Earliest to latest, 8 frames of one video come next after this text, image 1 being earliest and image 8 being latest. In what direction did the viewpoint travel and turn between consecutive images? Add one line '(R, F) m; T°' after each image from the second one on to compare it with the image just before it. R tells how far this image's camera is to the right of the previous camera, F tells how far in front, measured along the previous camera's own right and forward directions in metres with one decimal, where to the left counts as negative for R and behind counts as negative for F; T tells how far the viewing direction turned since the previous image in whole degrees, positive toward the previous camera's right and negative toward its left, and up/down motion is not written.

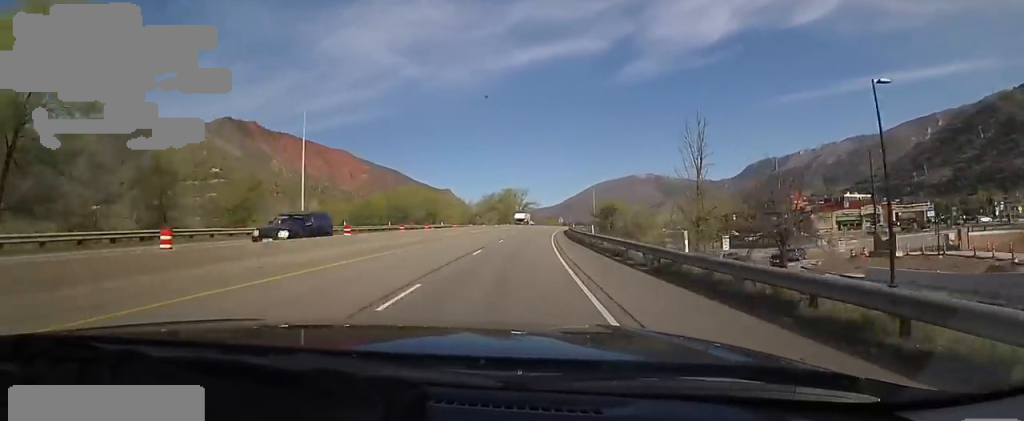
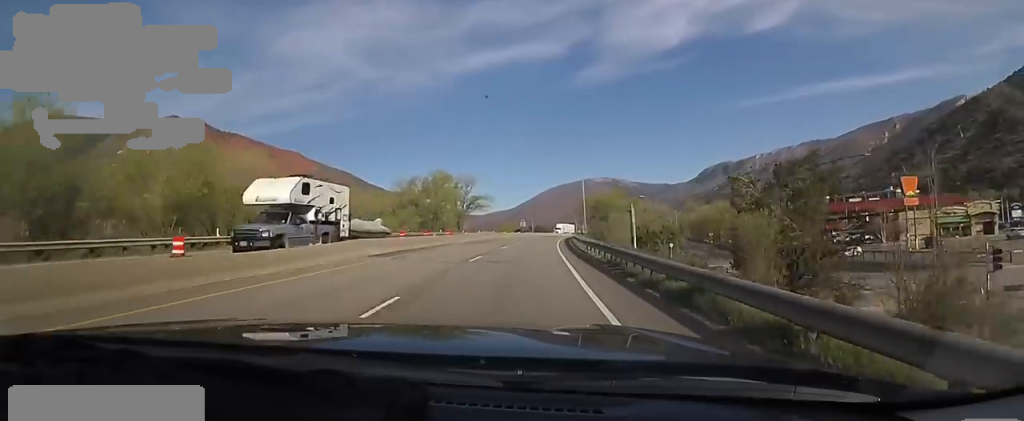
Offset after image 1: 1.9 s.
(+5.1, +48.9) m; +9°
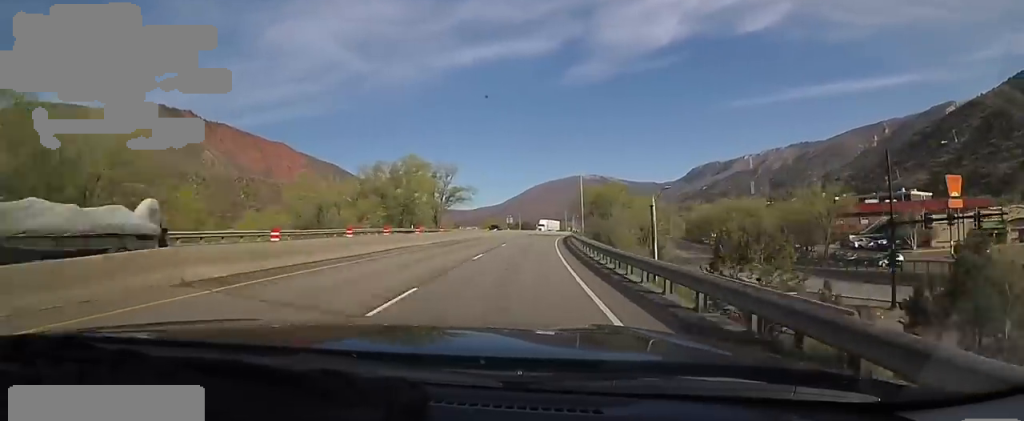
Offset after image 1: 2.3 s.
(+0.2, +11.3) m; +1°
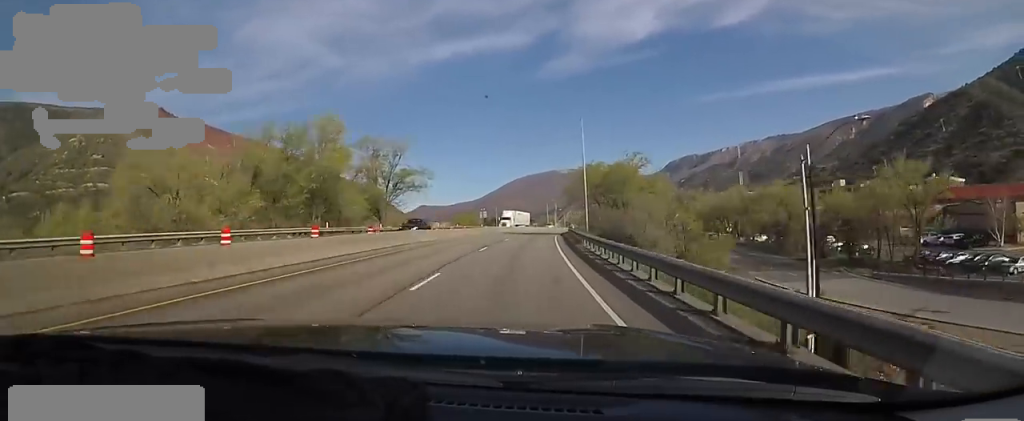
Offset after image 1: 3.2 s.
(-0.1, +21.8) m; +1°
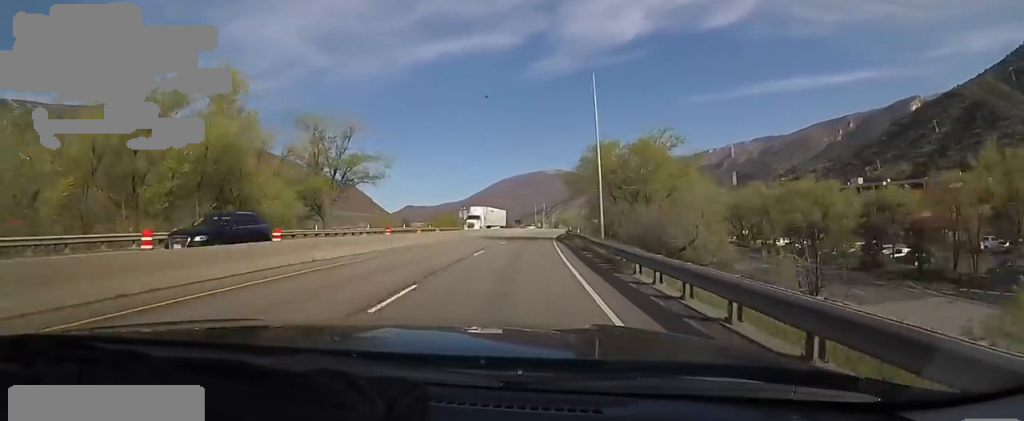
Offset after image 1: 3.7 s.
(+0.3, +13.9) m; +2°
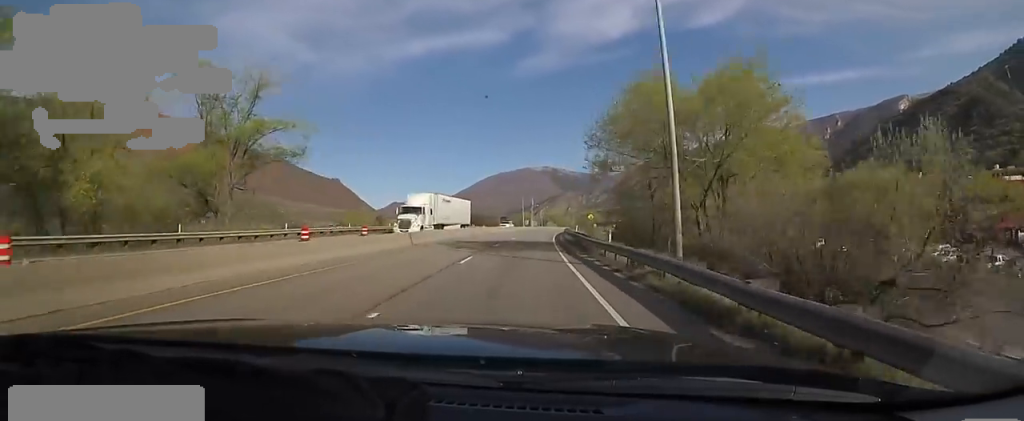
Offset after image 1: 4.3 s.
(+0.1, +15.6) m; +2°
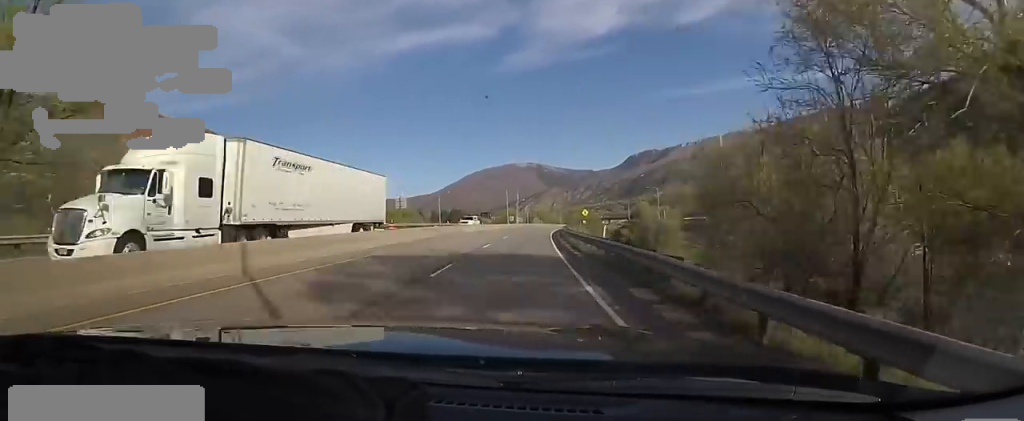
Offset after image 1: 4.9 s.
(+0.7, +16.5) m; +2°
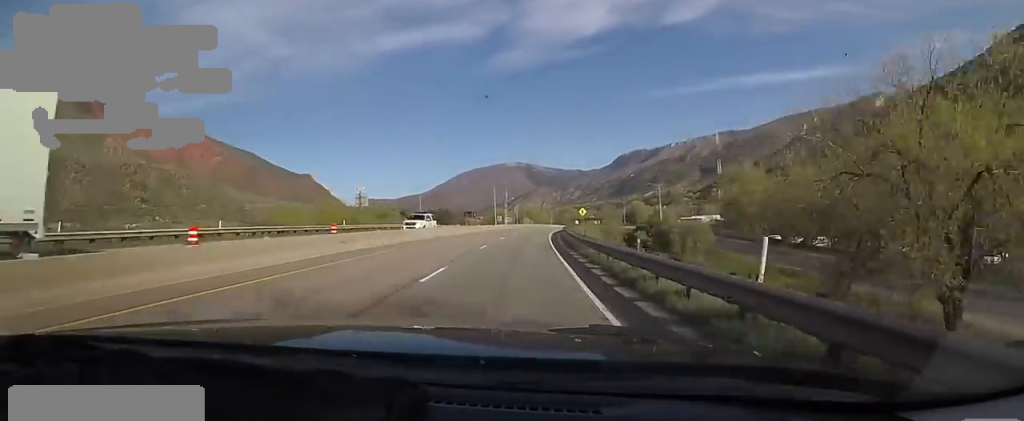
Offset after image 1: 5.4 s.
(+0.1, +13.0) m; +1°
